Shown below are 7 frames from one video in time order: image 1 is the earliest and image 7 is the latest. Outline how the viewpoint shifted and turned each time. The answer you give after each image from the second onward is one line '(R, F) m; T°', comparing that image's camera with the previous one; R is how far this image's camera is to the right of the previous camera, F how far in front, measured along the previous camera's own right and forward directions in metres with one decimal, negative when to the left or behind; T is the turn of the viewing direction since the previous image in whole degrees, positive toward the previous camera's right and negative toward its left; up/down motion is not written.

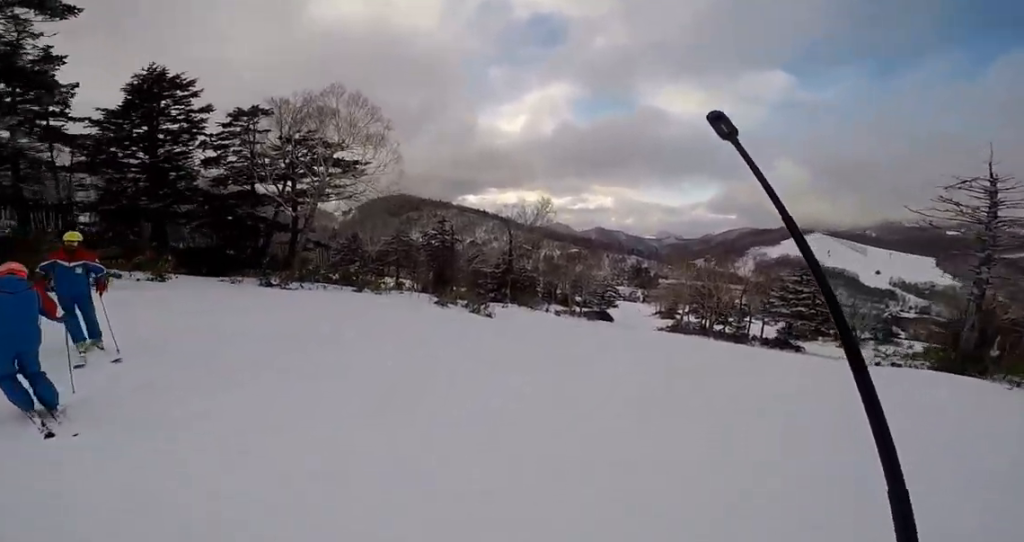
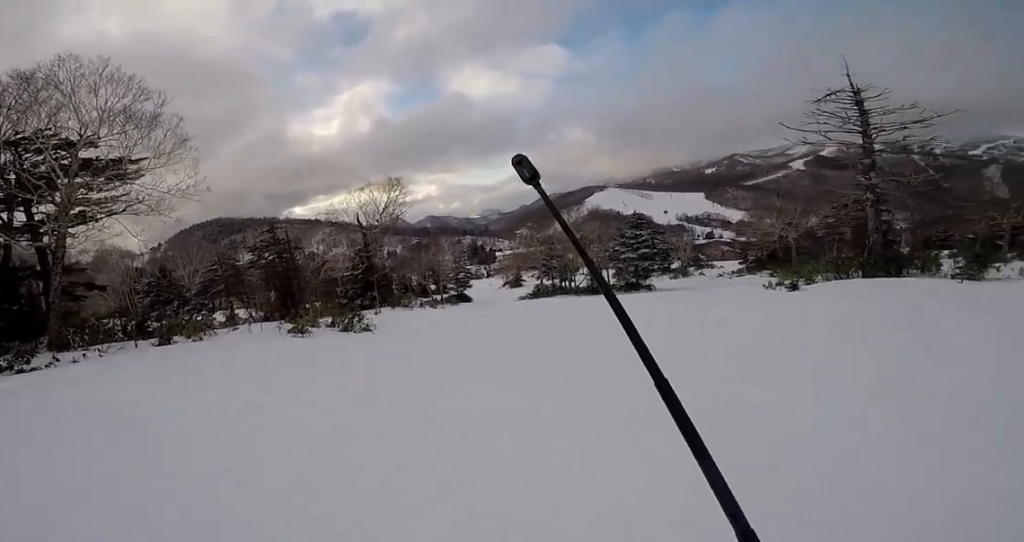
(+1.5, +6.0) m; +32°
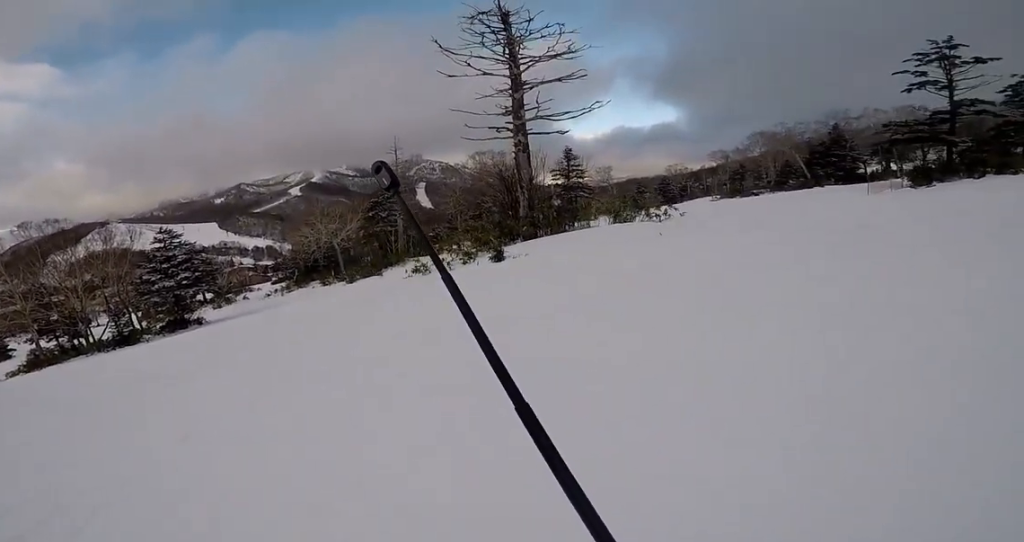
(+5.6, +12.1) m; +23°
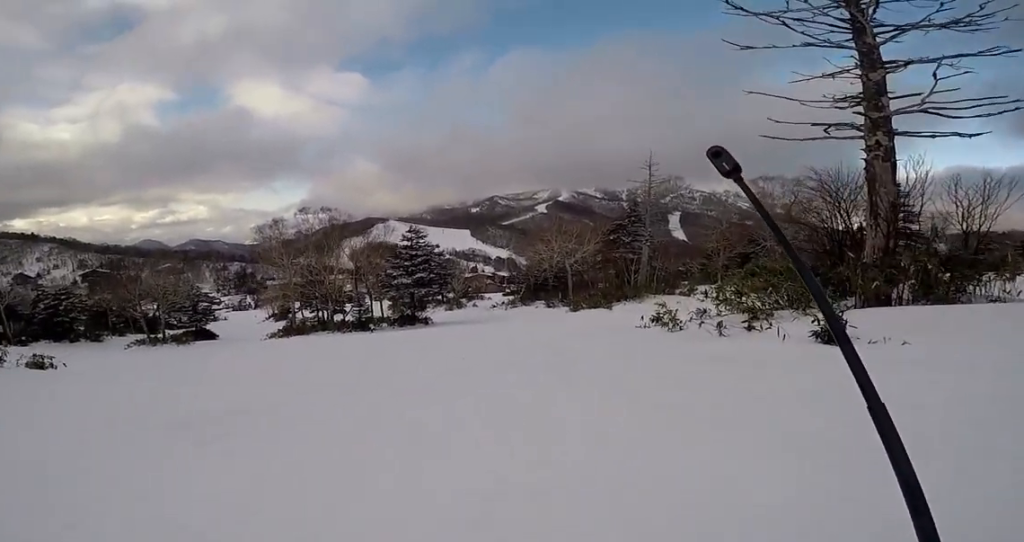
(-0.7, +5.4) m; -11°
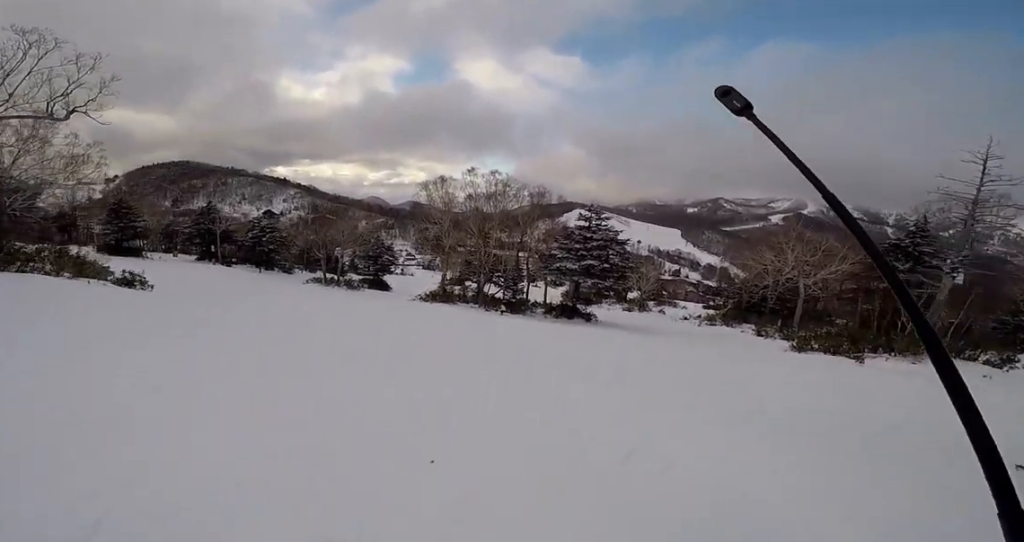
(-2.9, +7.4) m; -48°
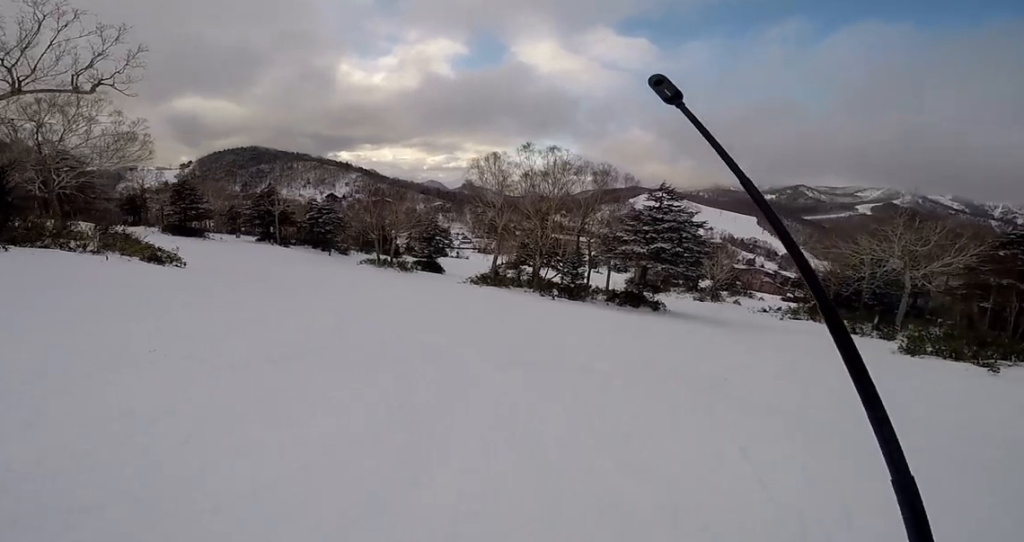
(-0.7, +2.7) m; -13°
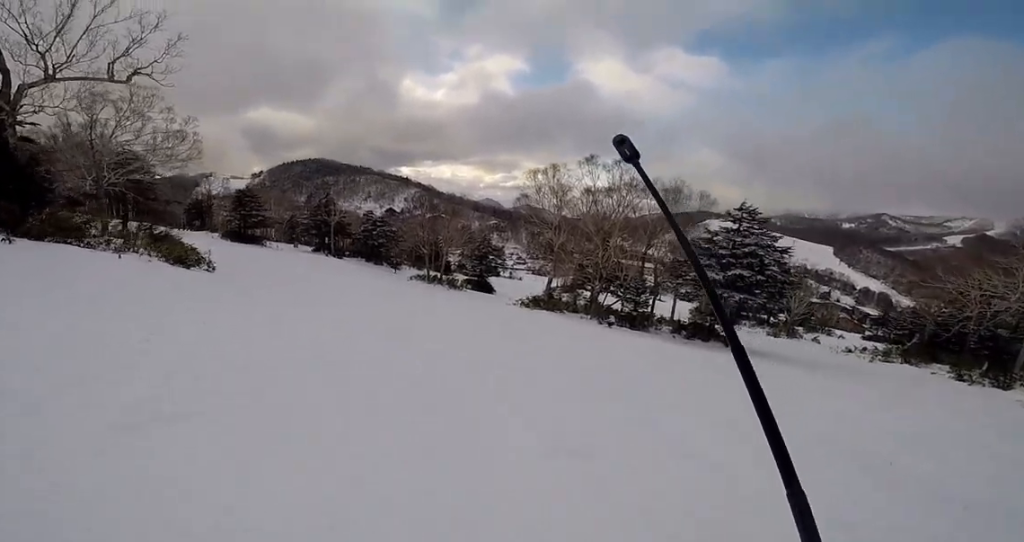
(0.0, +3.0) m; +4°
